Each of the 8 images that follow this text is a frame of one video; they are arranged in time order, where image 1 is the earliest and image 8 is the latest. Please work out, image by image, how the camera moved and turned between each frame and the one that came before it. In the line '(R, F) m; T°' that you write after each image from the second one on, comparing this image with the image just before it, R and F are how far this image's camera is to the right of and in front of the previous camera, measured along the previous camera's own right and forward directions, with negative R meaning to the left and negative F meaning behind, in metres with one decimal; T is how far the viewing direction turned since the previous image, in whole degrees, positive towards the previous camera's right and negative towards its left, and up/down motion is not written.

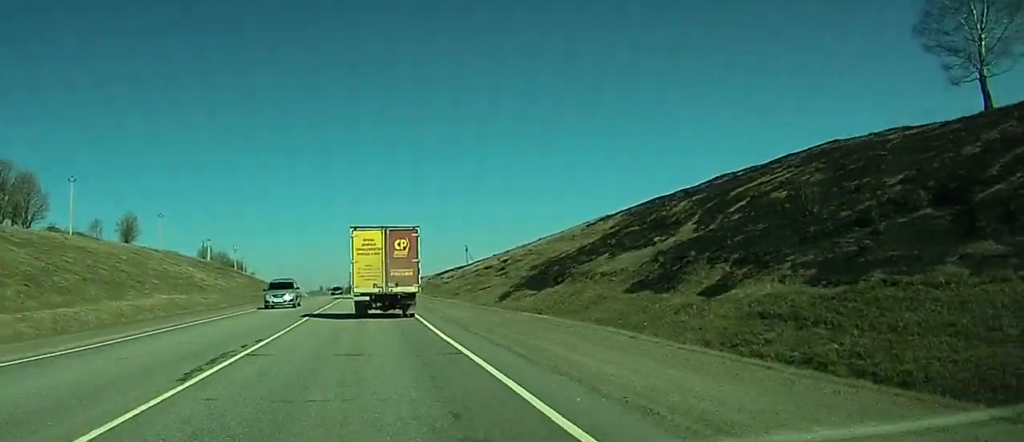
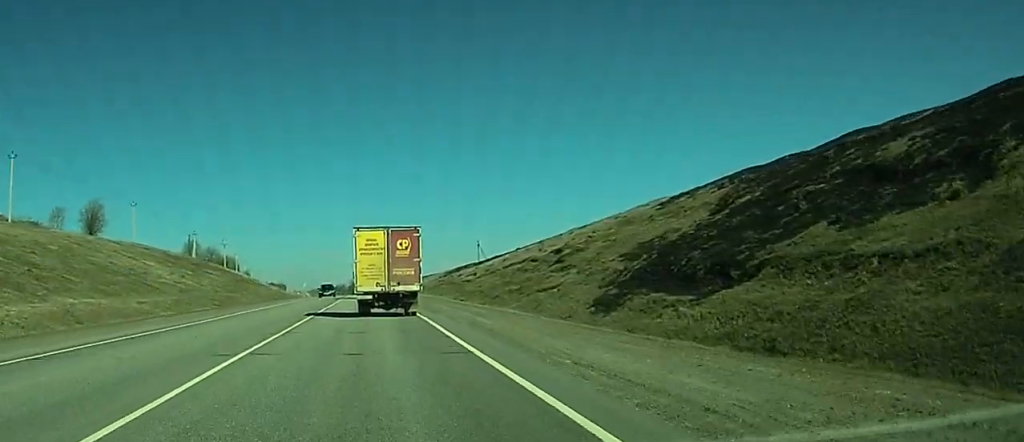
(0.0, +23.5) m; 0°
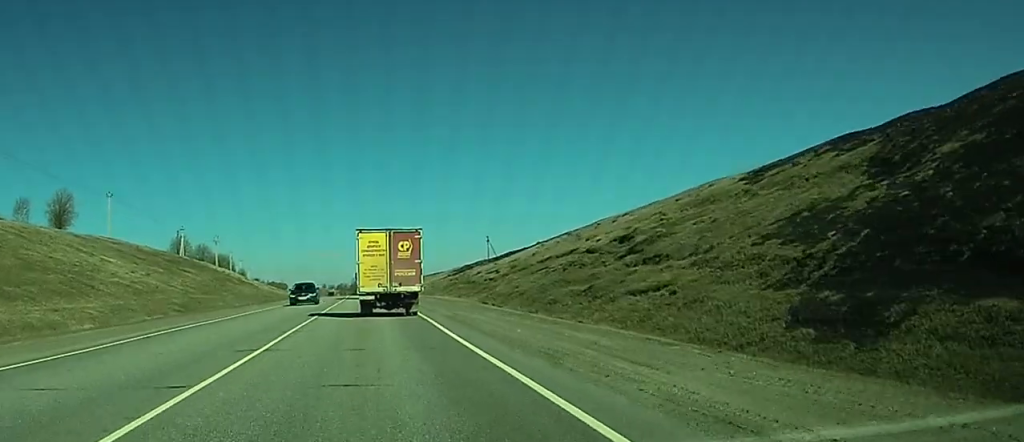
(0.0, +16.6) m; 0°
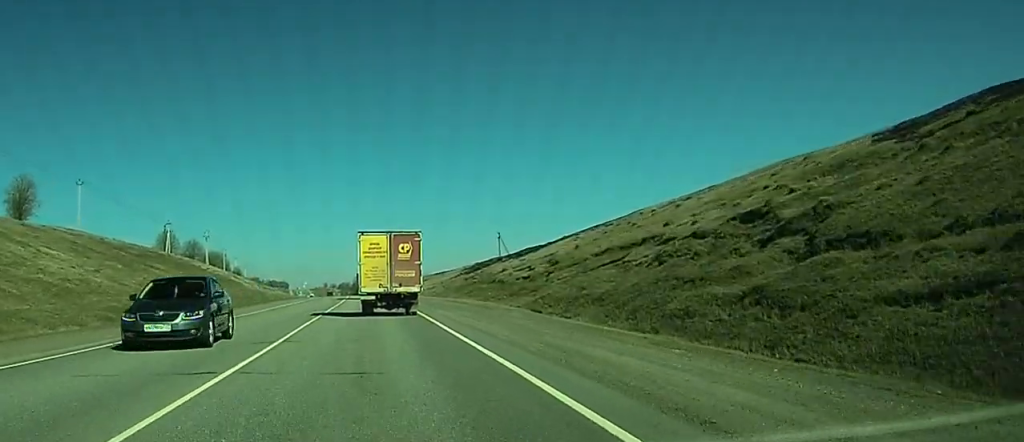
(0.0, +16.5) m; 0°
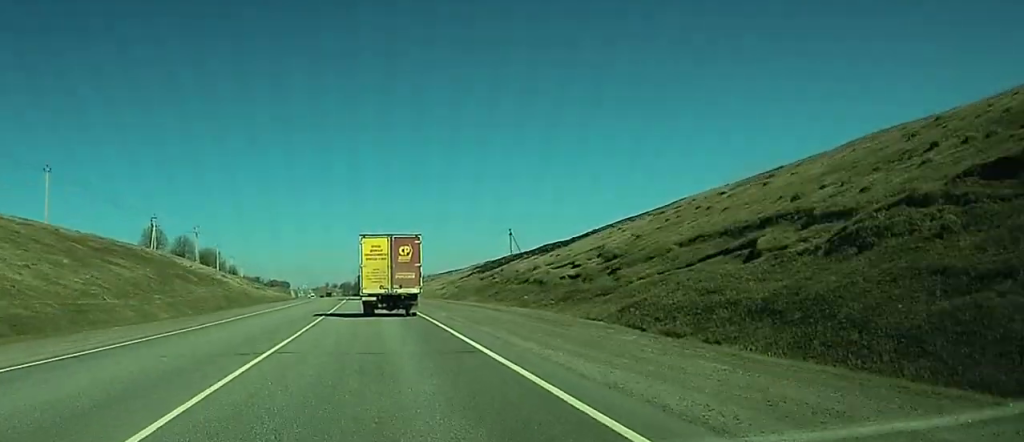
(0.0, +14.5) m; 0°
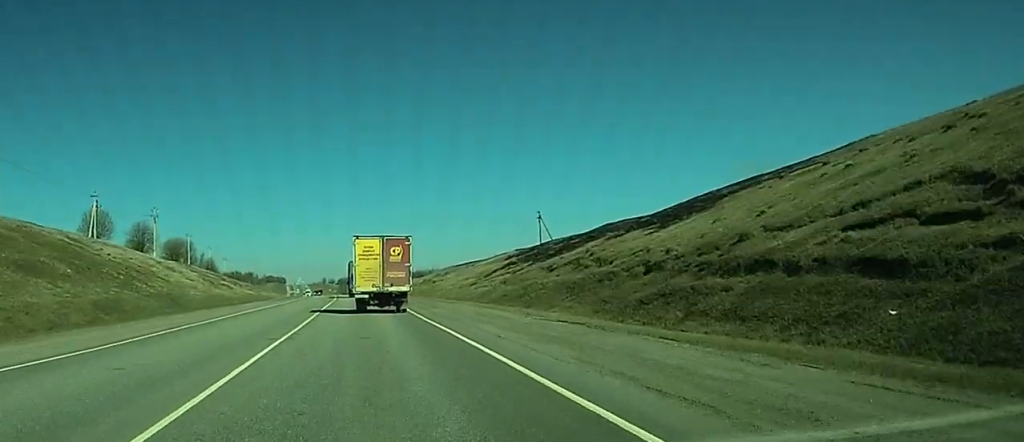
(-0.4, +36.8) m; -1°
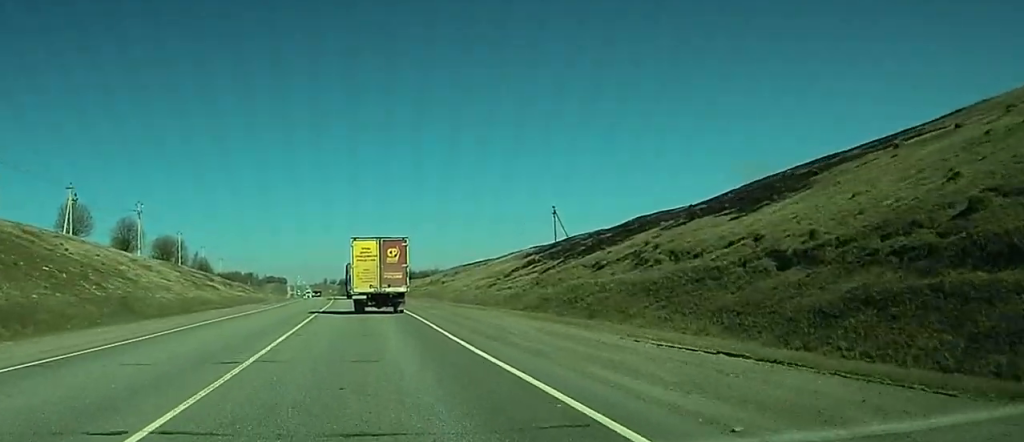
(-0.1, +11.9) m; 0°
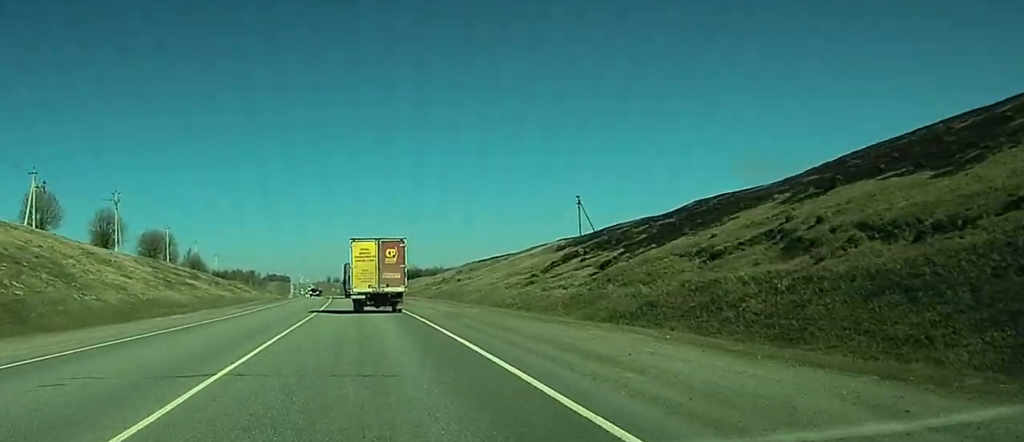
(+0.1, +15.3) m; 0°
